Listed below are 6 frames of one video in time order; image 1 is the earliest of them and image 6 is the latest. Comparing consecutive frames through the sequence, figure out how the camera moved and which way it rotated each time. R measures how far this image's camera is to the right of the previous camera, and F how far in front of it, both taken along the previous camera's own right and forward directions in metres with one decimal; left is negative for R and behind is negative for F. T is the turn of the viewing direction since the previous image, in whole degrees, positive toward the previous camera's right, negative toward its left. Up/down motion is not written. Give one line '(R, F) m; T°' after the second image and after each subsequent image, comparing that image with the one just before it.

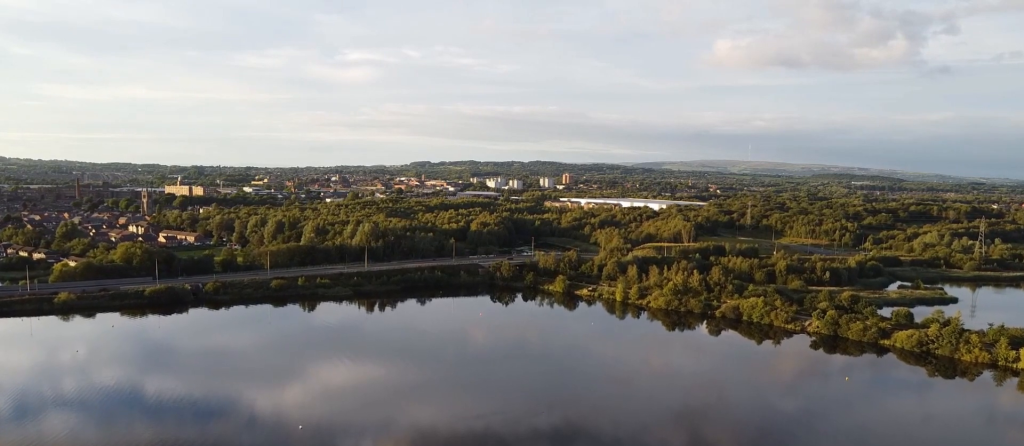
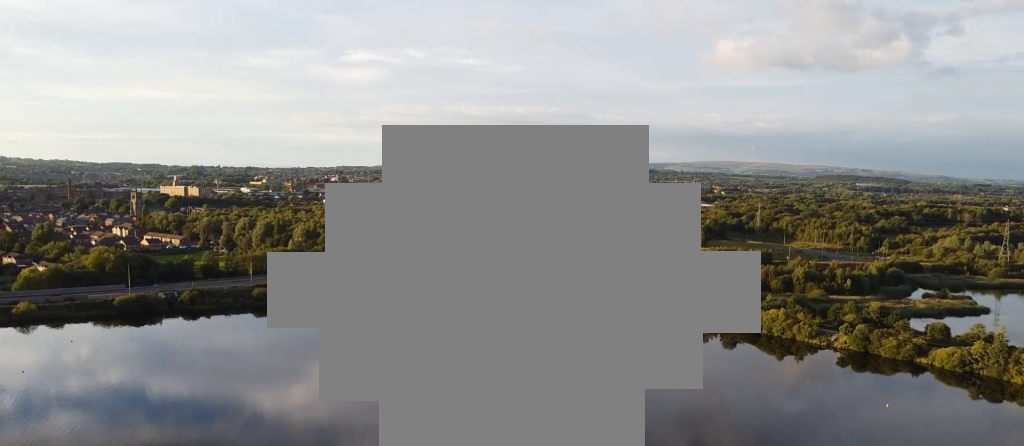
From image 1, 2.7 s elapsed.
(-0.2, +26.0) m; -1°
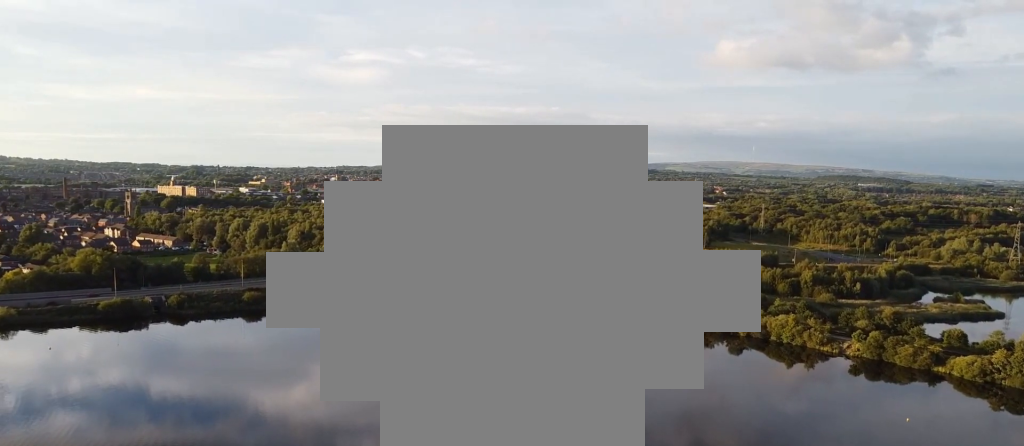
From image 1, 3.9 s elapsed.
(0.0, +11.9) m; 0°
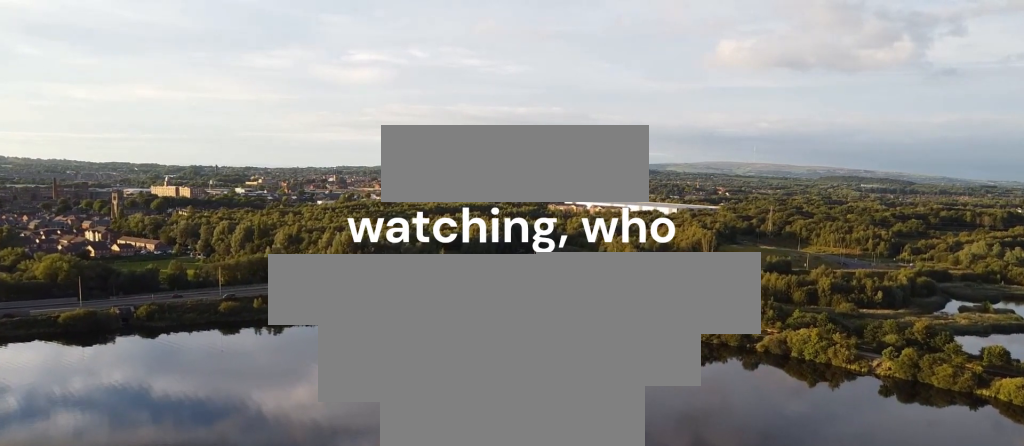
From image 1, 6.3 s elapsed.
(+0.1, +26.1) m; 0°
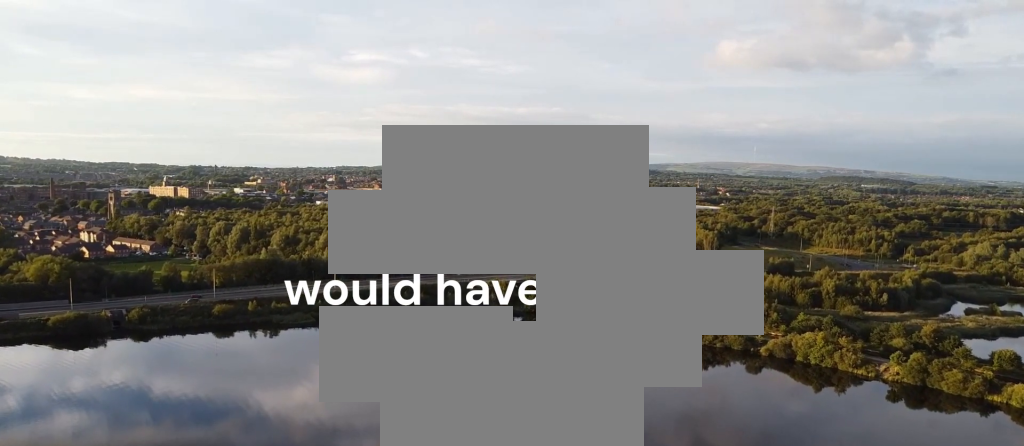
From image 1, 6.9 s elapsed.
(0.0, +6.0) m; 0°
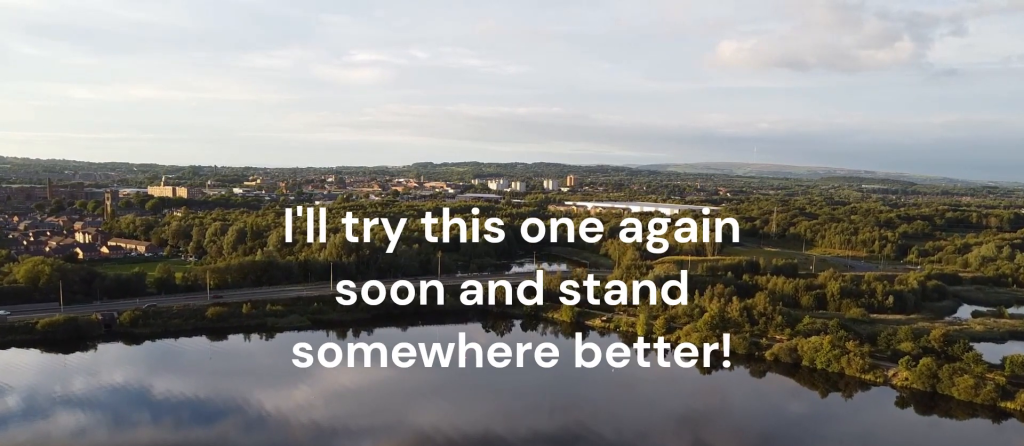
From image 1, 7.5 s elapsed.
(0.0, +6.3) m; 0°
